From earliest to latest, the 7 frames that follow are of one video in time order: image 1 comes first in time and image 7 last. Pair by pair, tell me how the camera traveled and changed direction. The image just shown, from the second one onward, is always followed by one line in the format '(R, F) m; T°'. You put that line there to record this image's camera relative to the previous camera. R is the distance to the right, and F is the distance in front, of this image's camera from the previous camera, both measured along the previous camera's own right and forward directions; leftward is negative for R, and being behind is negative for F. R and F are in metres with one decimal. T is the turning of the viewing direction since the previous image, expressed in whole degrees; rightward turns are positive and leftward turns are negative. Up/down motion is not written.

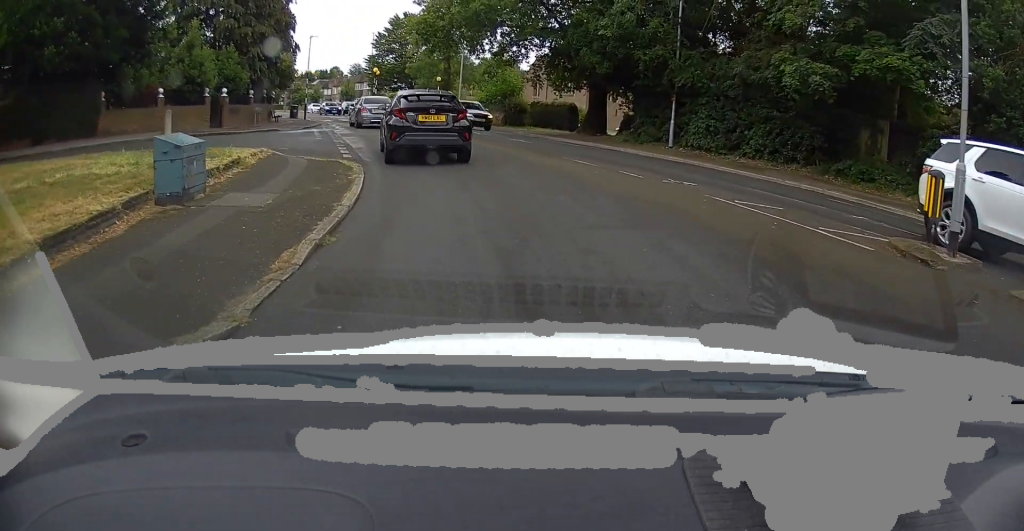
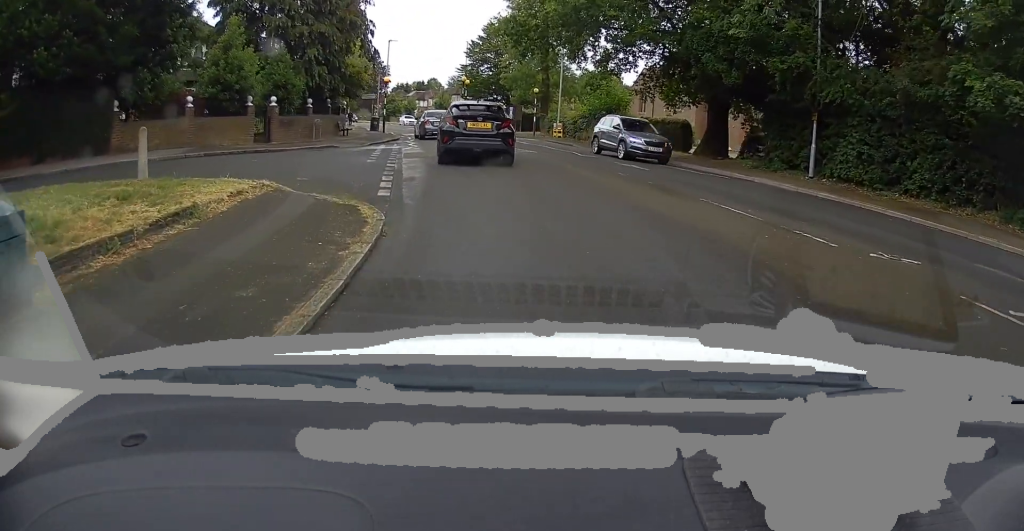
(-0.6, +5.1) m; -7°
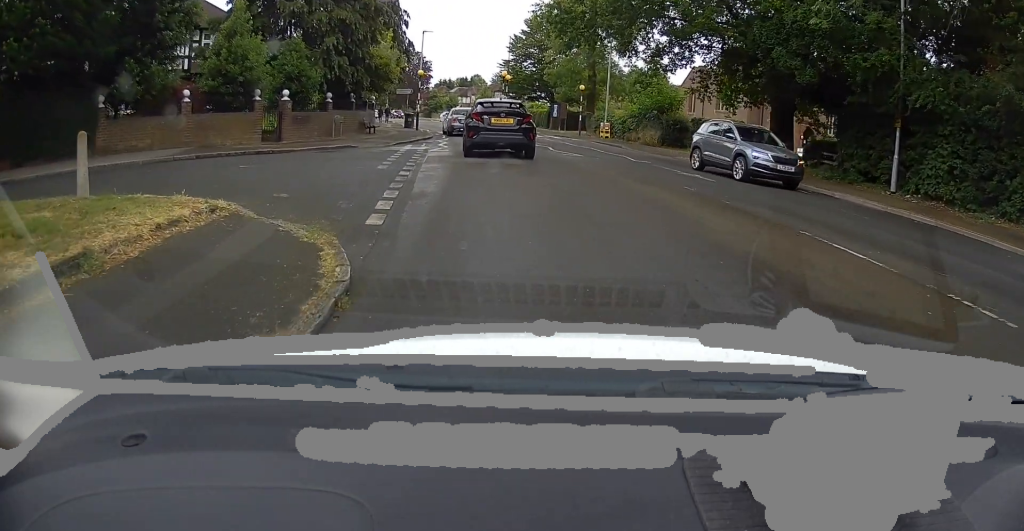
(0.0, +3.0) m; 0°
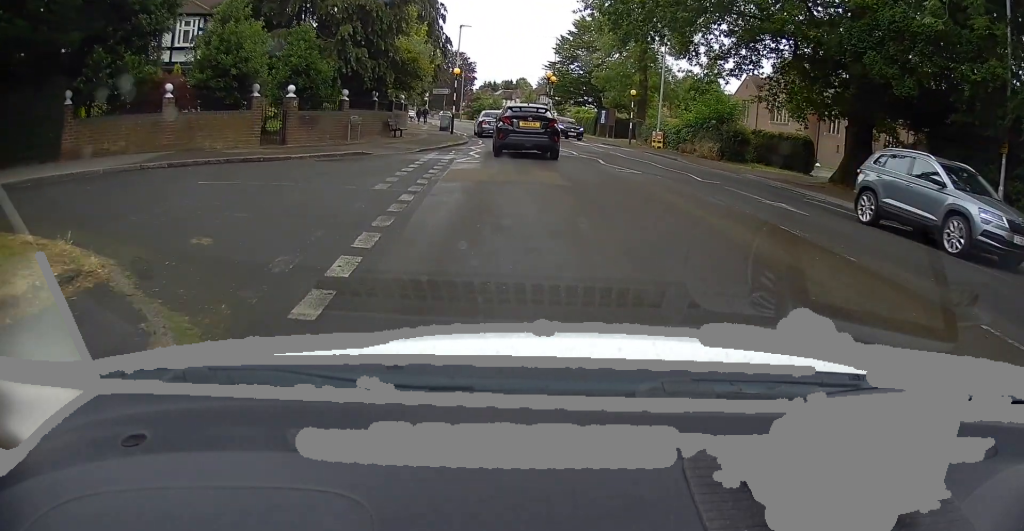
(0.0, +3.6) m; -2°
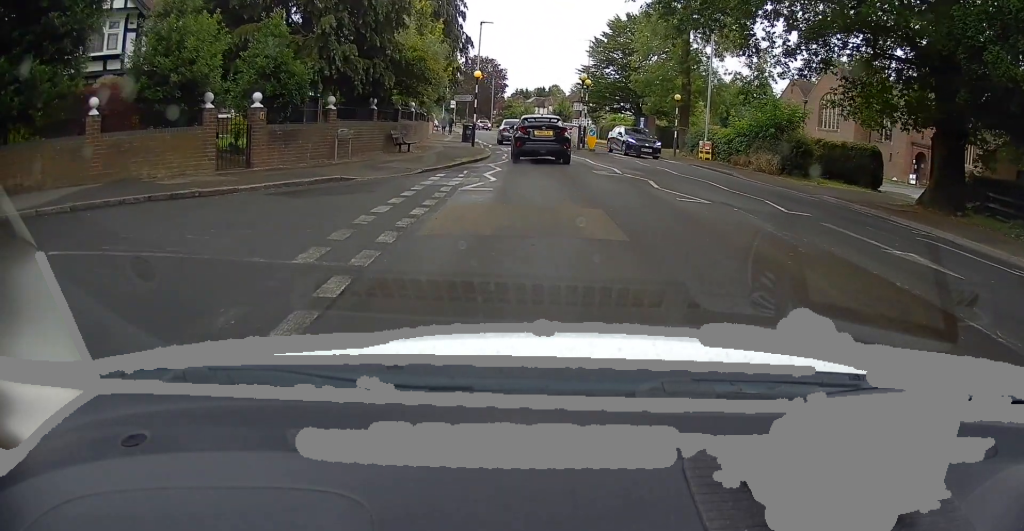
(+0.1, +4.3) m; -5°
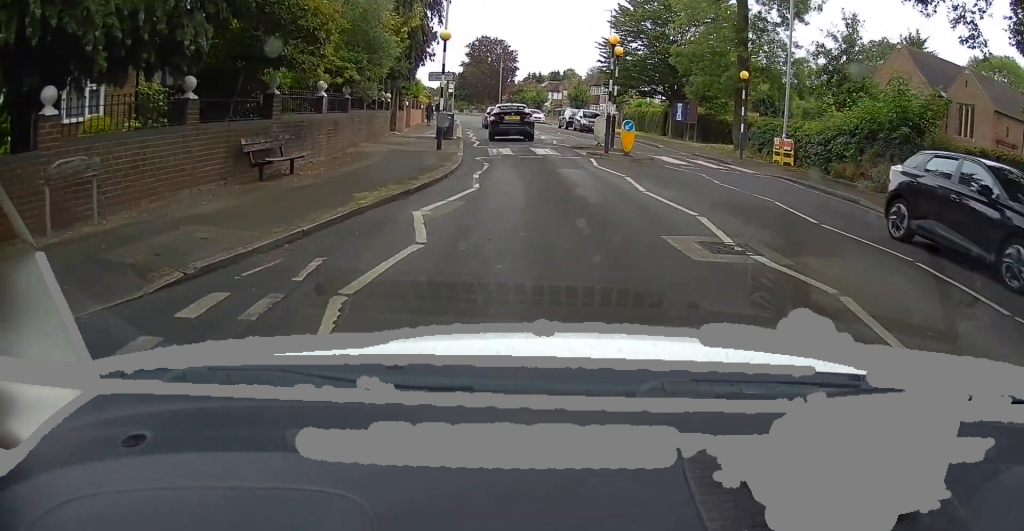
(-0.9, +10.9) m; -3°
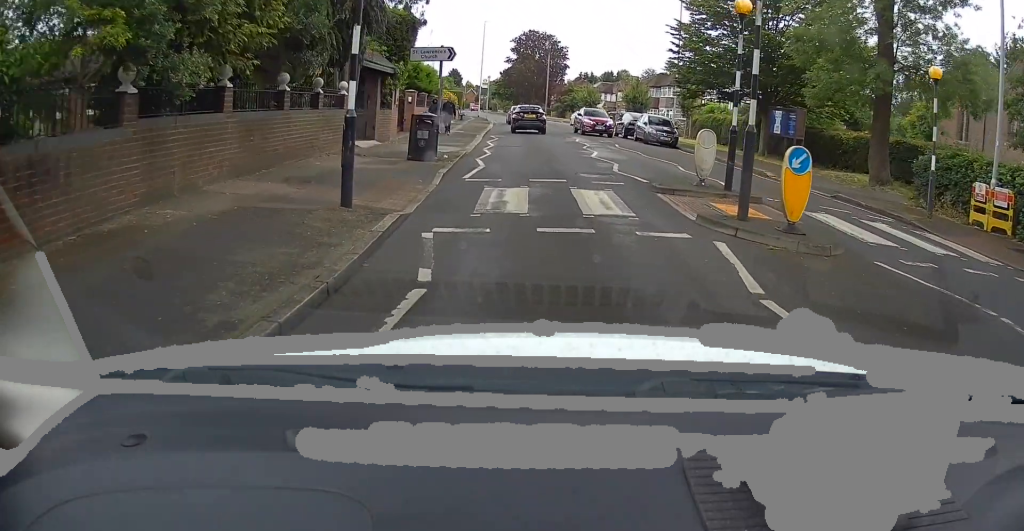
(-0.3, +11.7) m; -4°
